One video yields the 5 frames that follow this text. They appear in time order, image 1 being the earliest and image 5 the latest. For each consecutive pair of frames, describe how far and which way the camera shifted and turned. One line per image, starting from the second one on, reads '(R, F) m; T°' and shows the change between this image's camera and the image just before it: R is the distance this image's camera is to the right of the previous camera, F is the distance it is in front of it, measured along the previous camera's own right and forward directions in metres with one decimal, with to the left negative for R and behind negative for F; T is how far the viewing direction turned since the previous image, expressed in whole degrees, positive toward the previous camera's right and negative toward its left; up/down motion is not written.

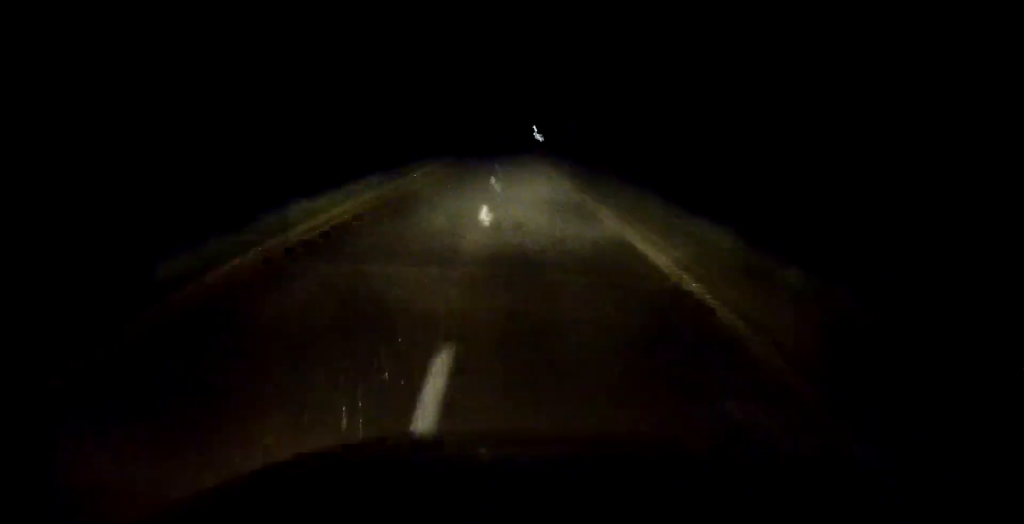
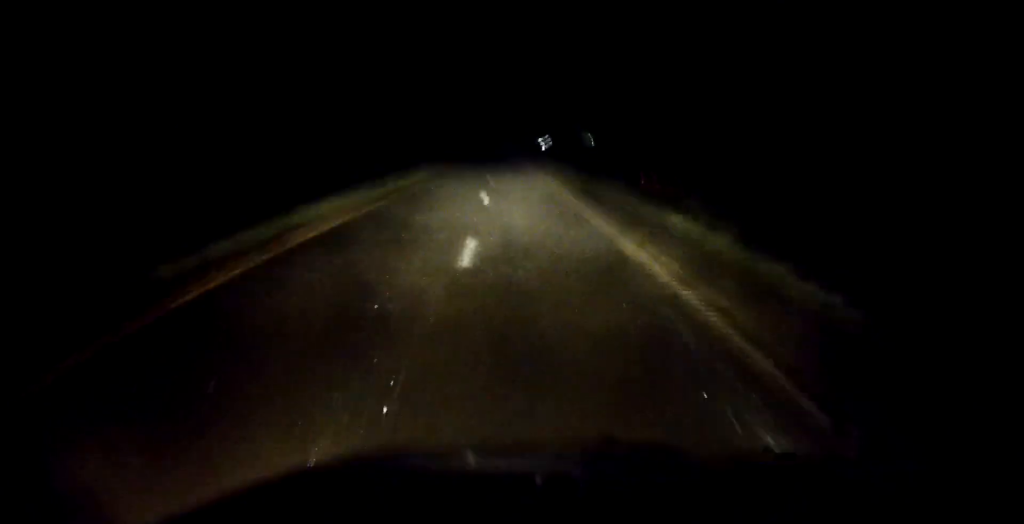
(-0.4, +41.0) m; -1°
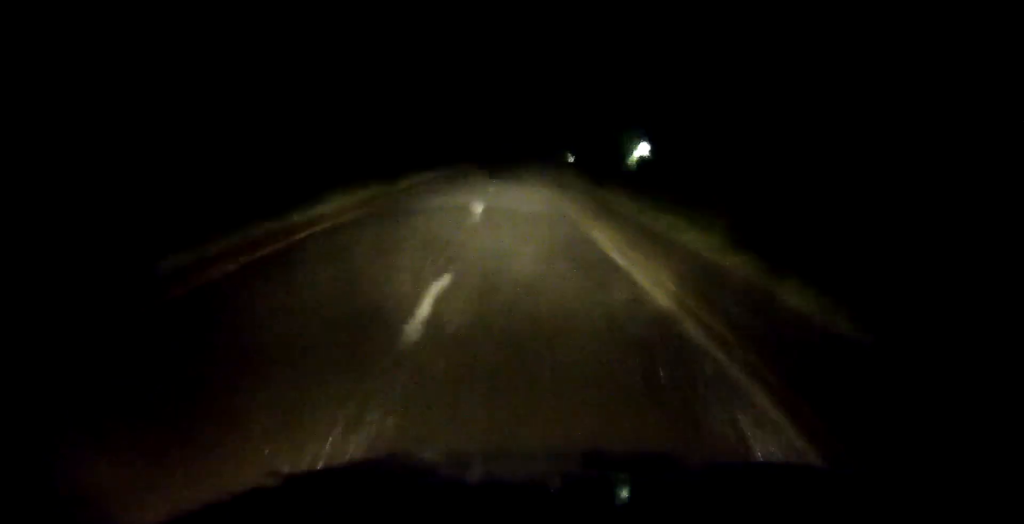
(-0.7, +89.2) m; -1°
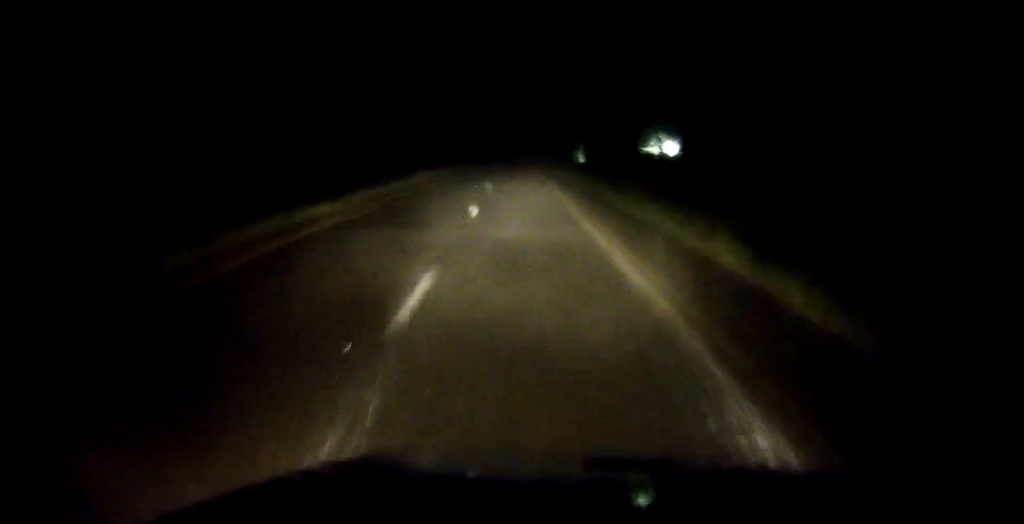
(-0.4, +36.3) m; -1°
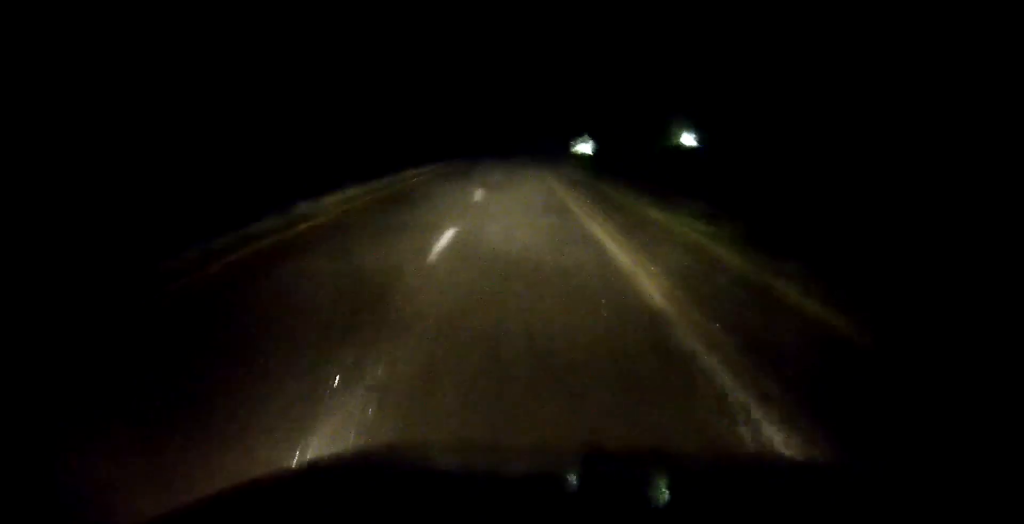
(+0.1, +19.9) m; +1°
